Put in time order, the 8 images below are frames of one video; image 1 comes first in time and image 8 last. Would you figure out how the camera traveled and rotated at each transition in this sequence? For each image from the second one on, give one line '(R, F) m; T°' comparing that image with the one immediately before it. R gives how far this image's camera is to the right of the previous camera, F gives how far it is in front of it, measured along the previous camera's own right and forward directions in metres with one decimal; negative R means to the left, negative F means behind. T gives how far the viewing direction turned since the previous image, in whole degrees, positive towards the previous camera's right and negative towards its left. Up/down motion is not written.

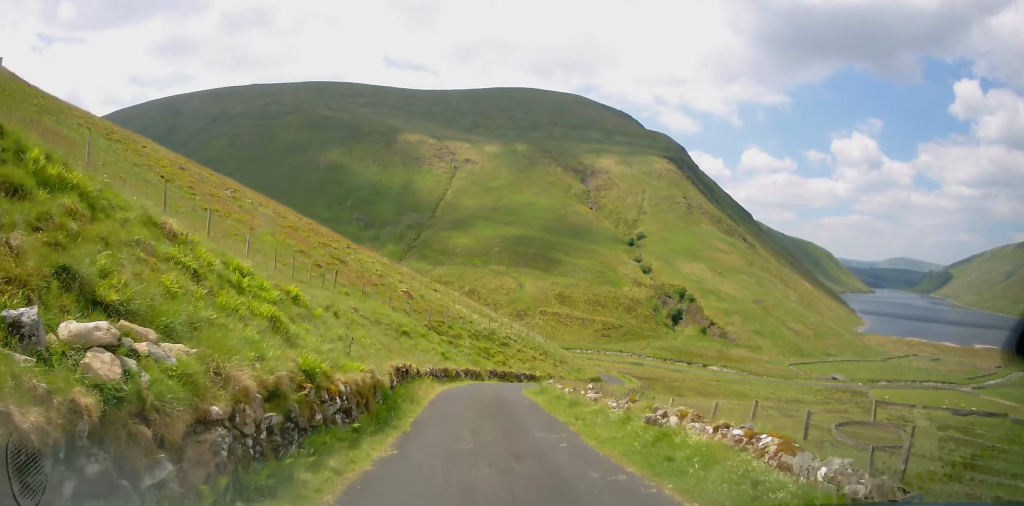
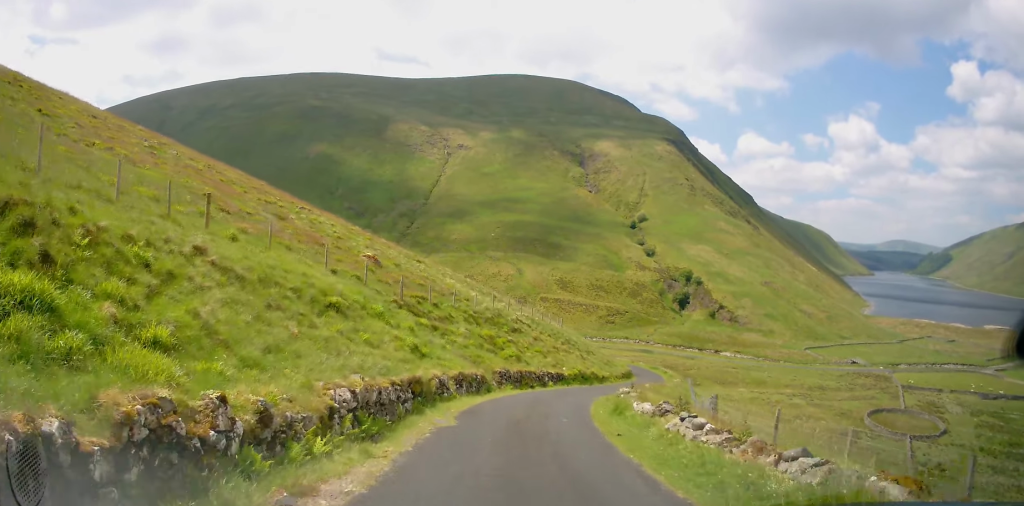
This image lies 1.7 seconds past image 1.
(+0.2, +16.5) m; +4°
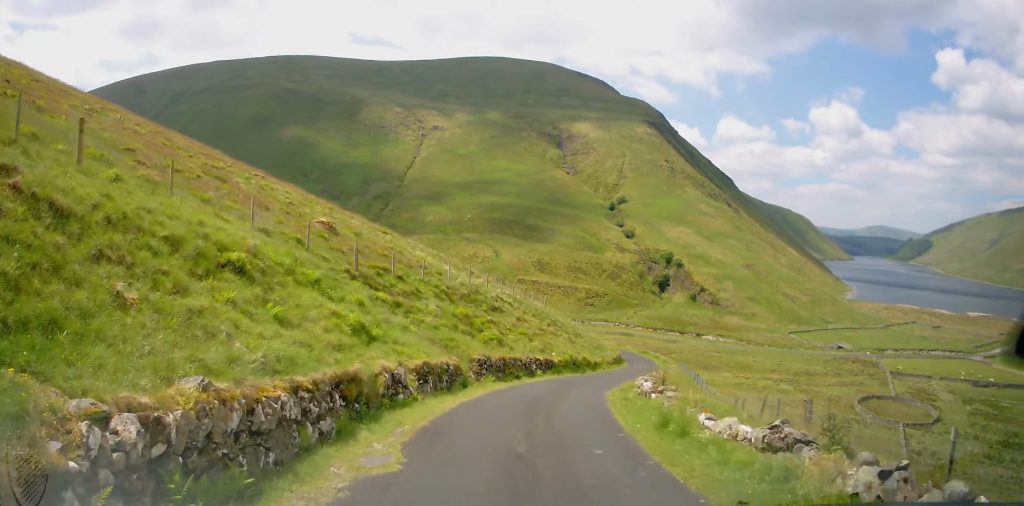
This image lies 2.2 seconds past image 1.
(+0.2, +5.4) m; +2°
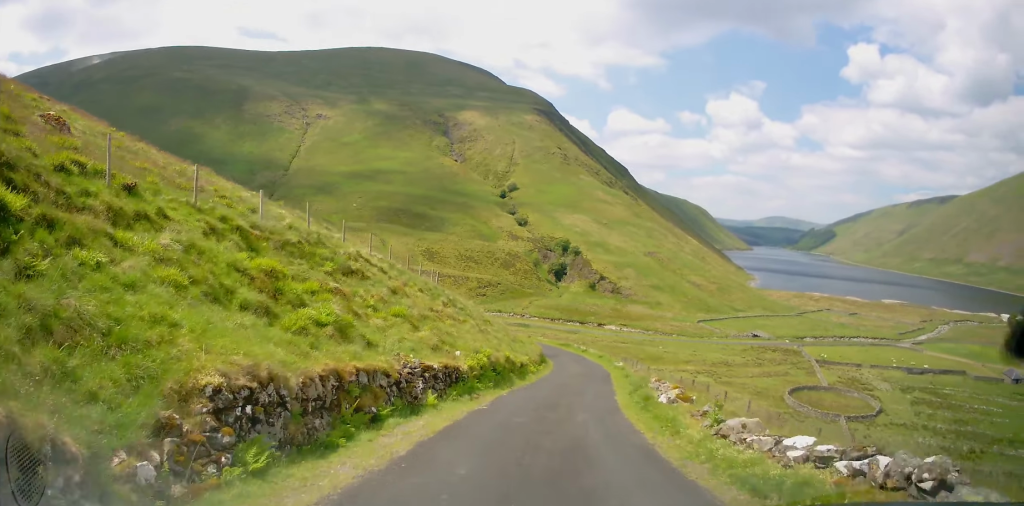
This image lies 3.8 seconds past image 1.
(+0.6, +14.3) m; +7°
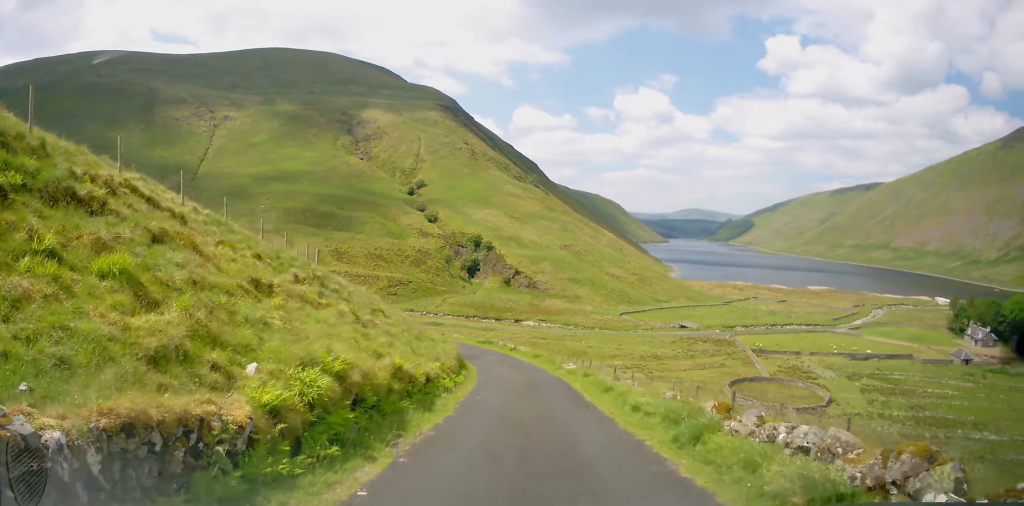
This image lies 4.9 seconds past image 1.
(+0.7, +9.9) m; +6°
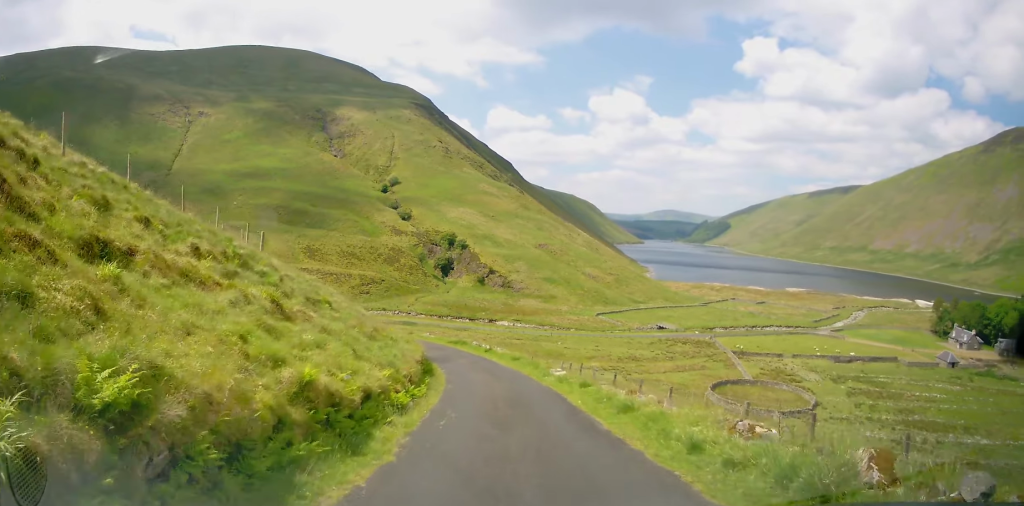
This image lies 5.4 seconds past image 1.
(+0.1, +4.5) m; +2°
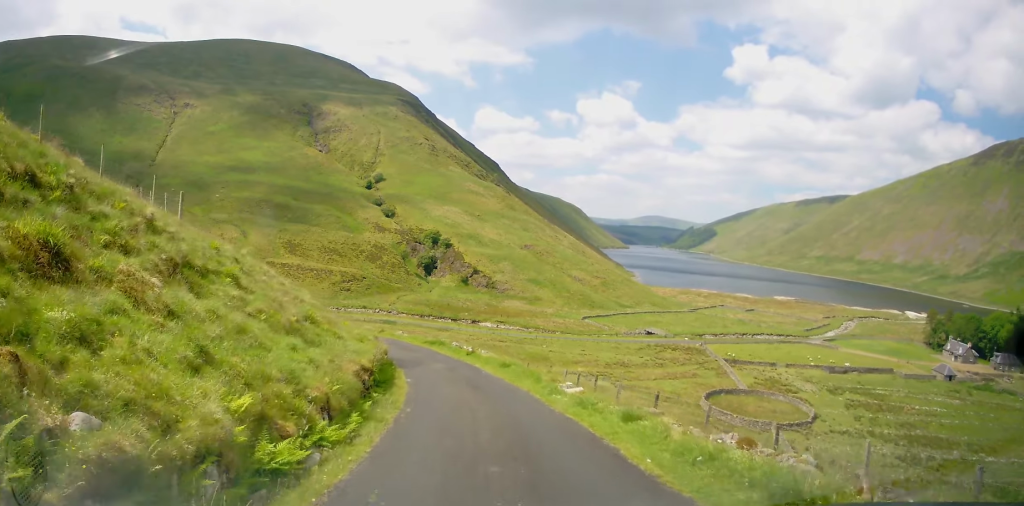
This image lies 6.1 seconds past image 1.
(+0.1, +6.4) m; +4°
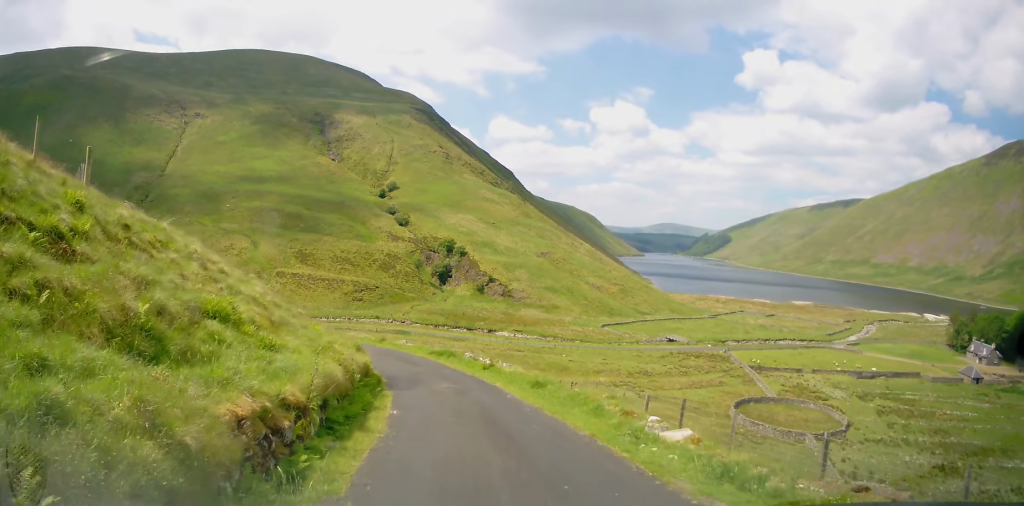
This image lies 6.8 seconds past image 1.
(+0.3, +6.2) m; 0°
